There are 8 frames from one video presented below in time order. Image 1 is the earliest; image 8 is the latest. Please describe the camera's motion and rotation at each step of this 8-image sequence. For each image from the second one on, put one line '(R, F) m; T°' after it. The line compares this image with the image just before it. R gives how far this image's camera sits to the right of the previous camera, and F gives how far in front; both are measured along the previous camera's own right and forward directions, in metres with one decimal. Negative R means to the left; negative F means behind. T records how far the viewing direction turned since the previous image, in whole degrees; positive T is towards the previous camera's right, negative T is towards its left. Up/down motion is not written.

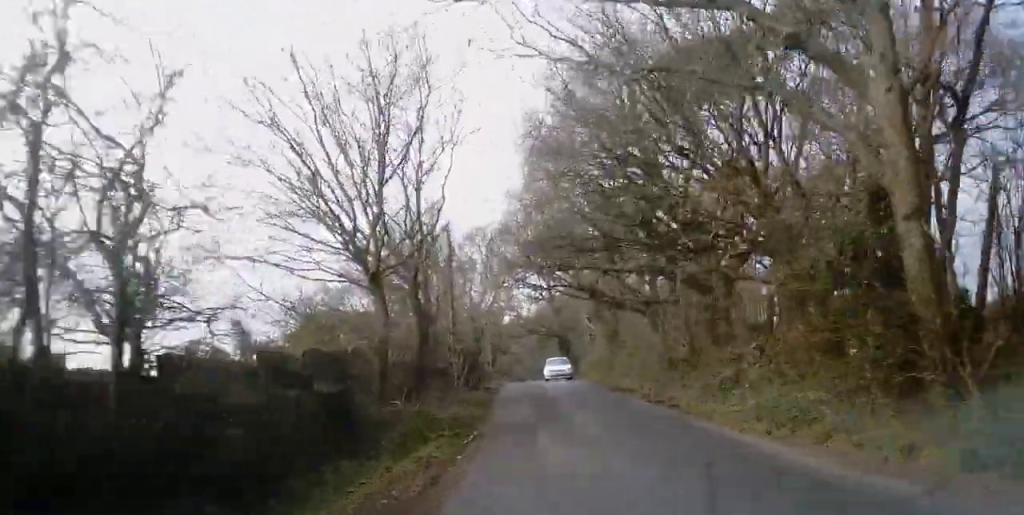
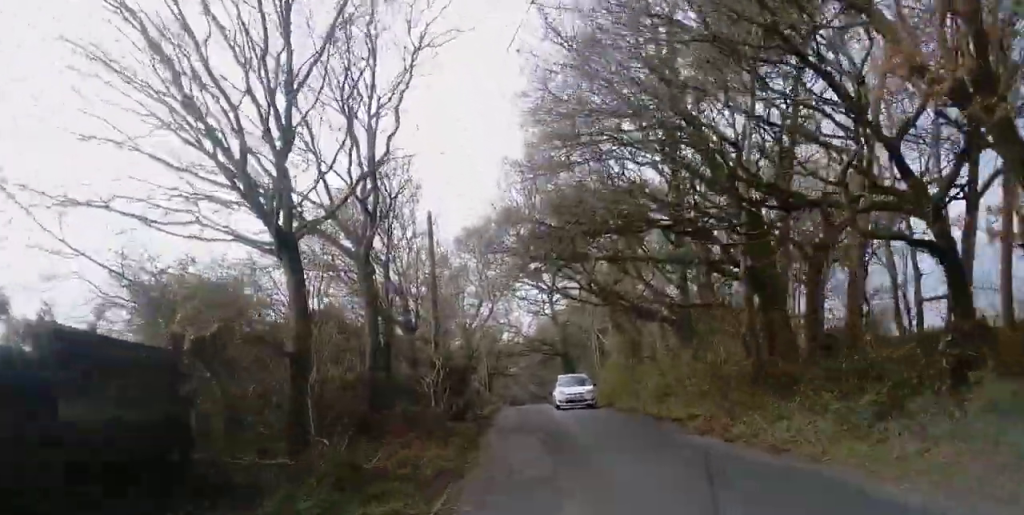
(0.0, +8.5) m; 0°
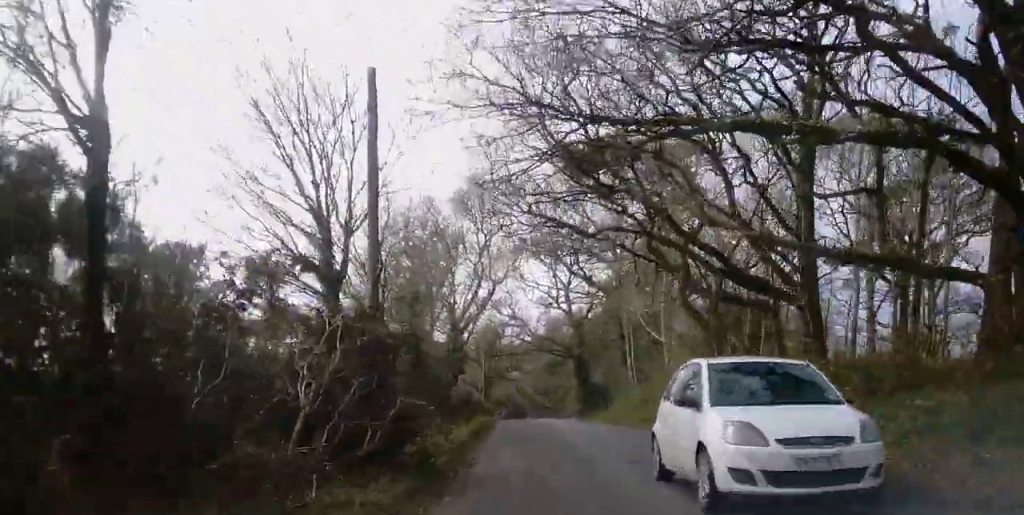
(0.0, +15.0) m; 0°
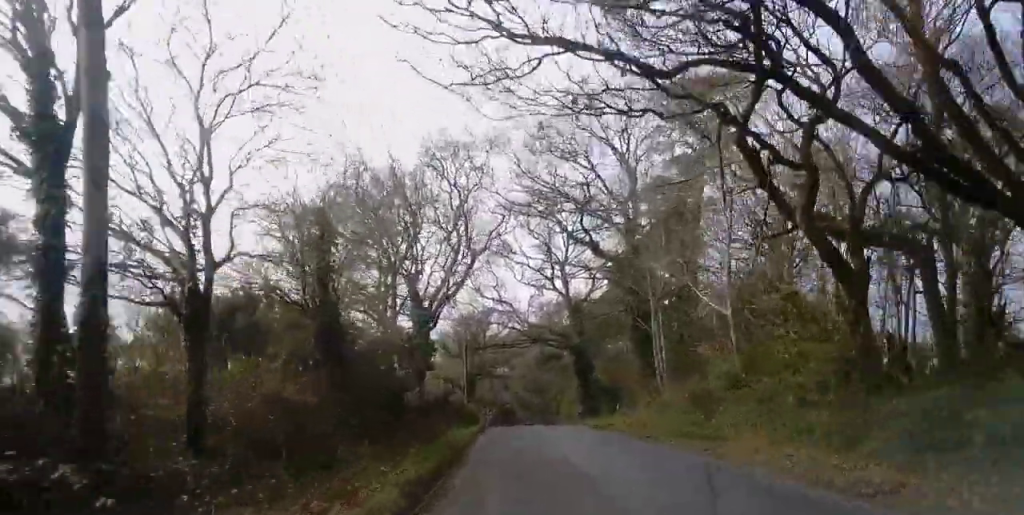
(0.0, +10.8) m; +1°
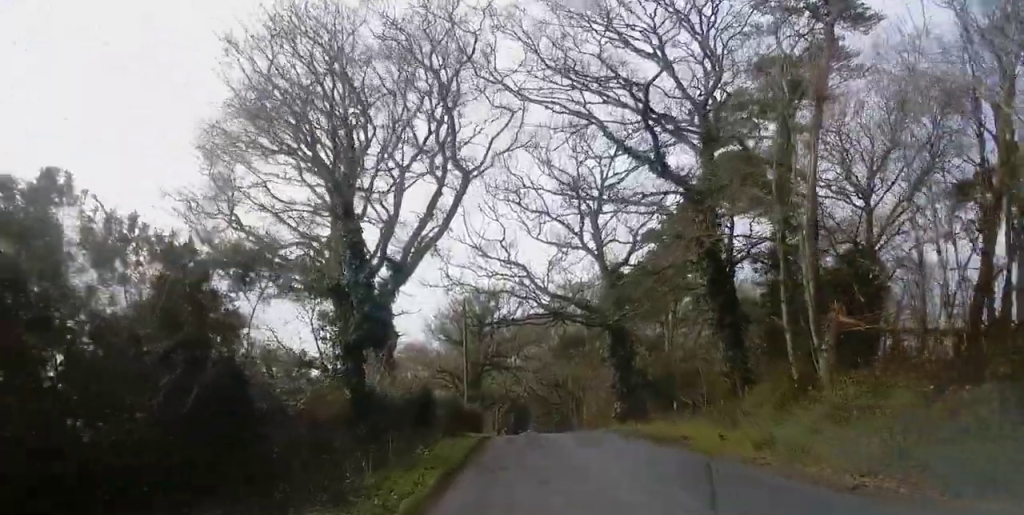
(+0.1, +13.5) m; +2°
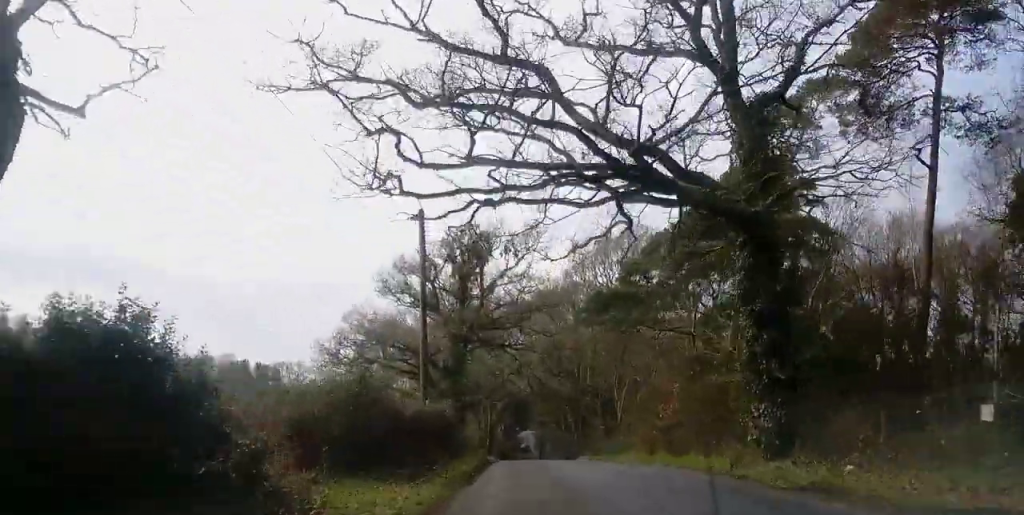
(+0.6, +21.9) m; 0°
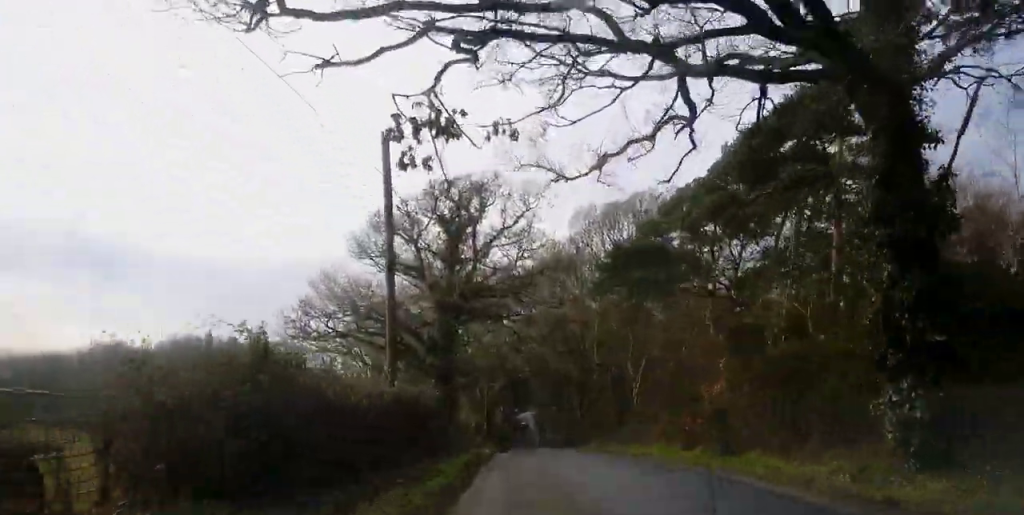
(-0.1, +6.0) m; -1°
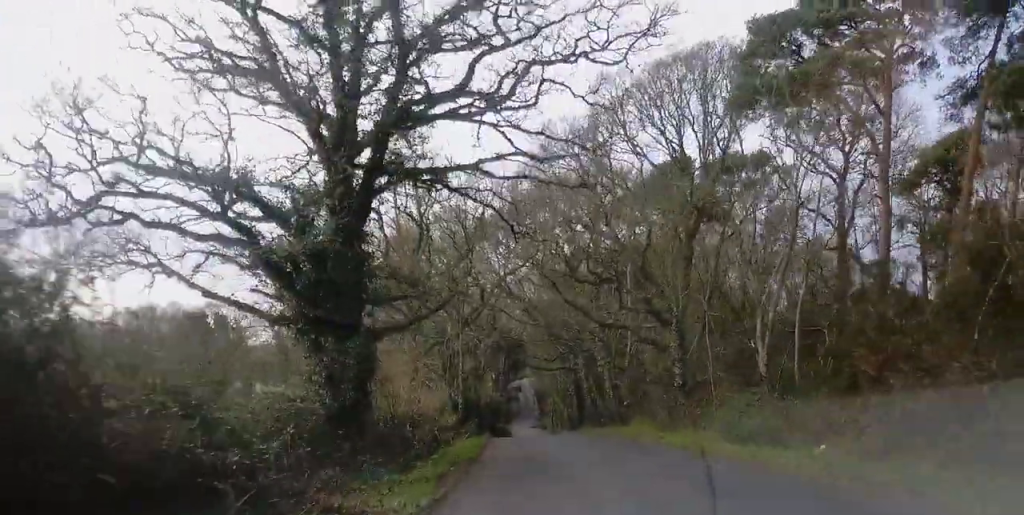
(-0.6, +20.3) m; -1°
